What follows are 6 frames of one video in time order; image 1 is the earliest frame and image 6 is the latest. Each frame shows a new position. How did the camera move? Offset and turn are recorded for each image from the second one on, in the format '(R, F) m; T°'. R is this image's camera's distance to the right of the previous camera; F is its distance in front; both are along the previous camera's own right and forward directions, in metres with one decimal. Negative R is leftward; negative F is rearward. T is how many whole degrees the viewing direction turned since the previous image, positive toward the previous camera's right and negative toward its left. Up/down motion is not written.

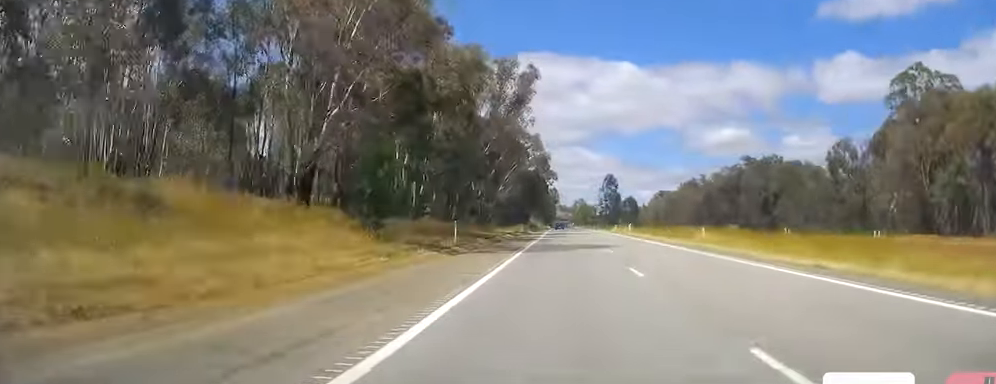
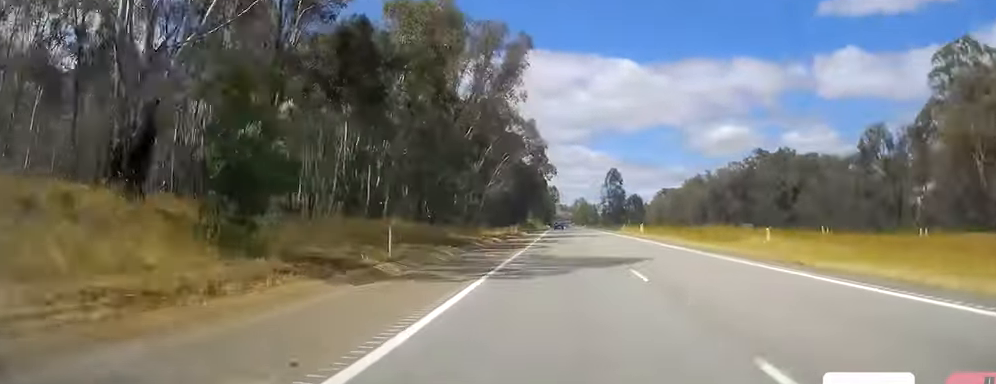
(+0.3, +13.2) m; 0°
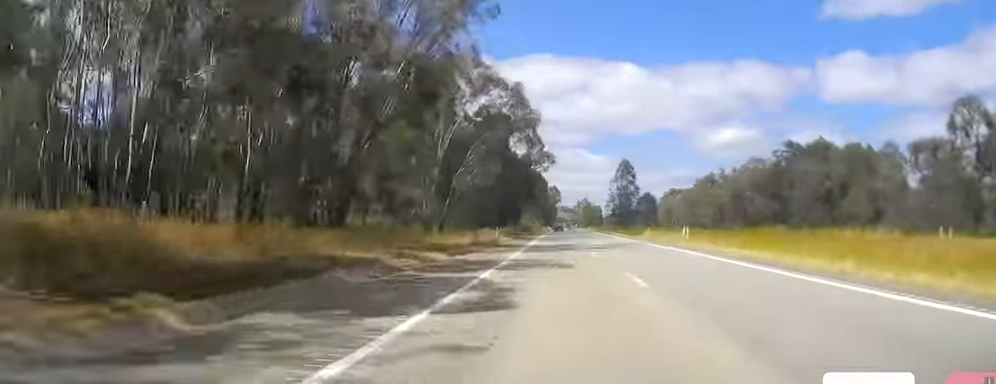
(-0.1, +25.5) m; 0°
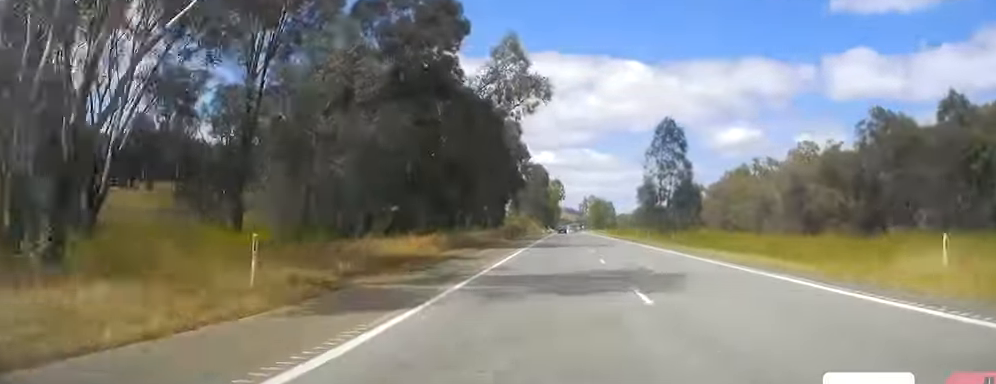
(-0.1, +48.4) m; -1°
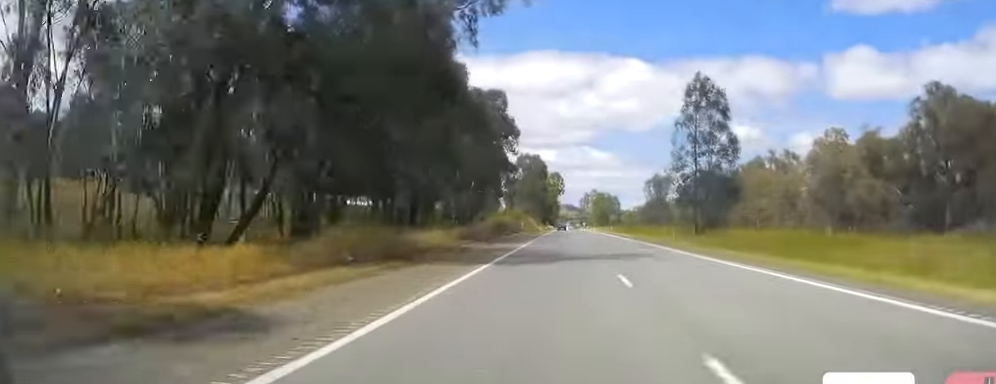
(-0.3, +21.1) m; 0°
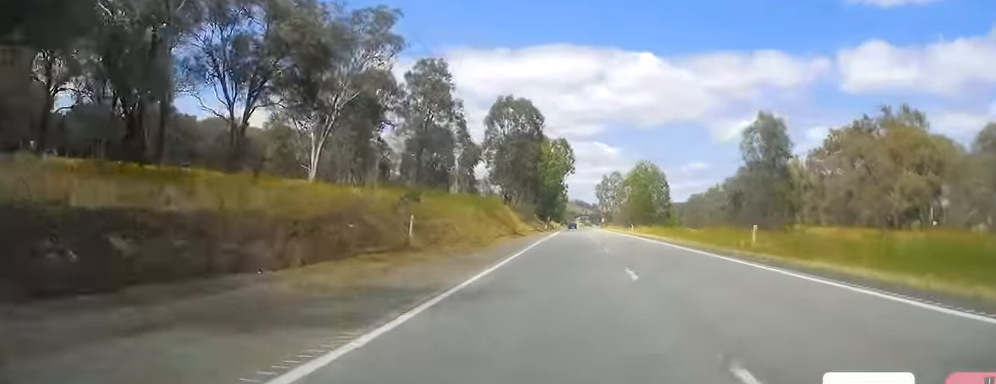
(+0.1, +83.5) m; 0°
